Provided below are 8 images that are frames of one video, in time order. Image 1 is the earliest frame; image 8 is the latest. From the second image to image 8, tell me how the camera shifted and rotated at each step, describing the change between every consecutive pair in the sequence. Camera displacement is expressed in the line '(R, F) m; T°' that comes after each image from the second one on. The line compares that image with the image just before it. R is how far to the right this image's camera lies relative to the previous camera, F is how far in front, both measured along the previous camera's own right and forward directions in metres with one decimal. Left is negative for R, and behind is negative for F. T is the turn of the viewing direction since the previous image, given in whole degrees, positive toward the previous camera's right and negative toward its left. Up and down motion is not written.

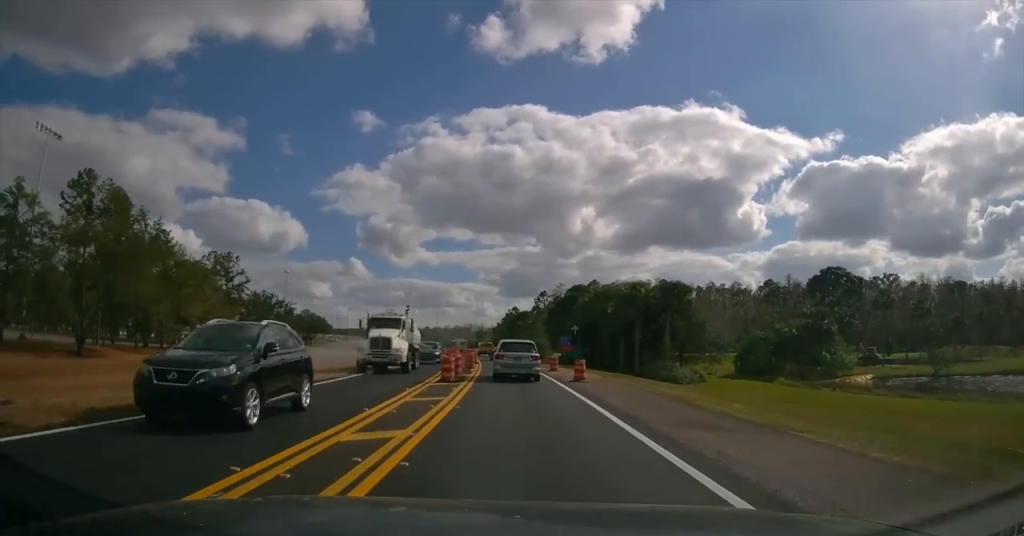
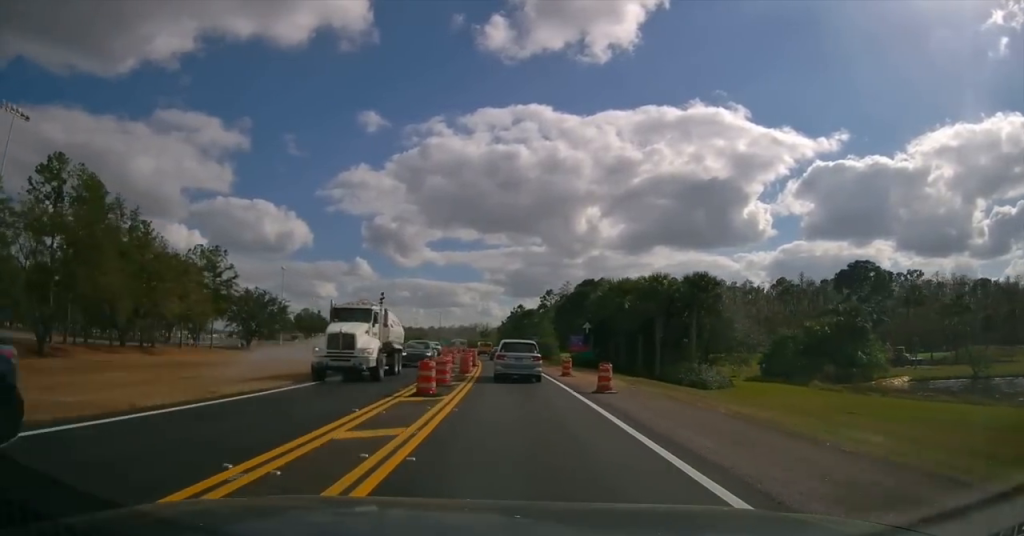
(+0.1, +6.0) m; 0°
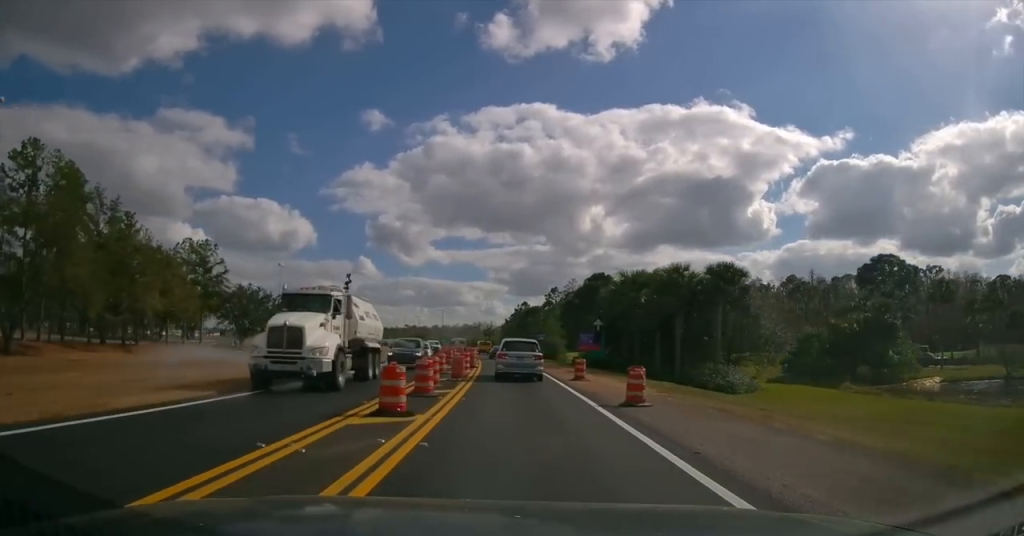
(+0.1, +4.6) m; 0°
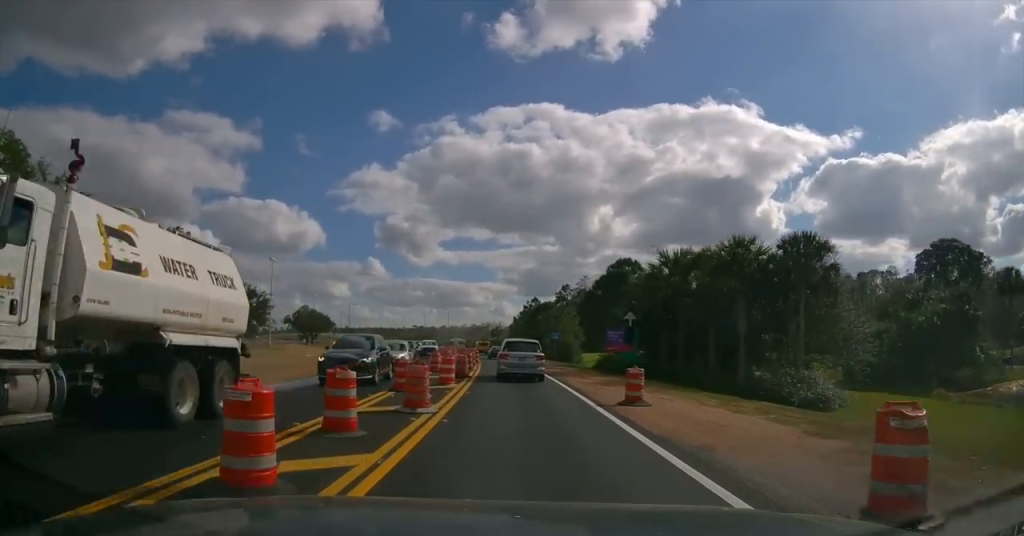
(-0.3, +10.4) m; -2°
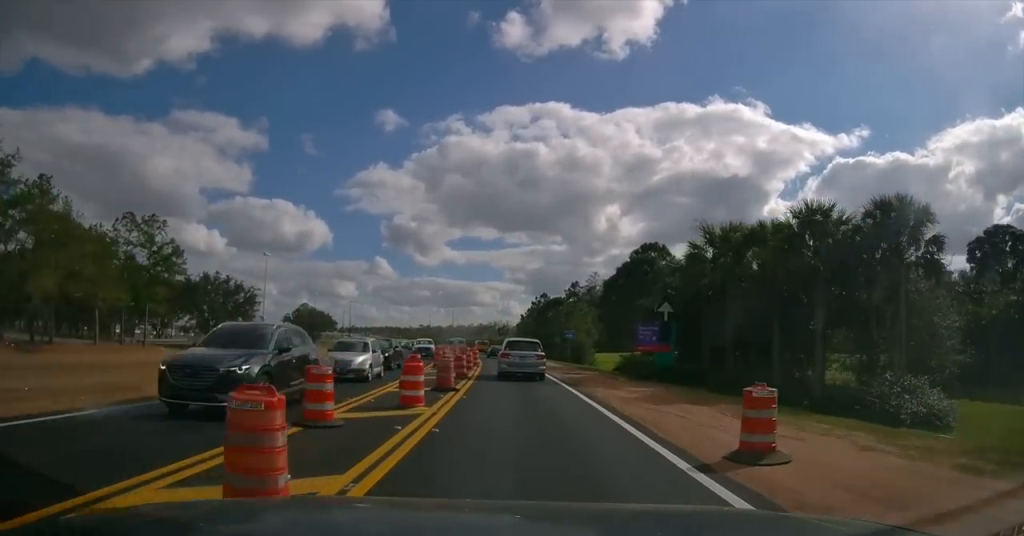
(-0.1, +7.5) m; 0°
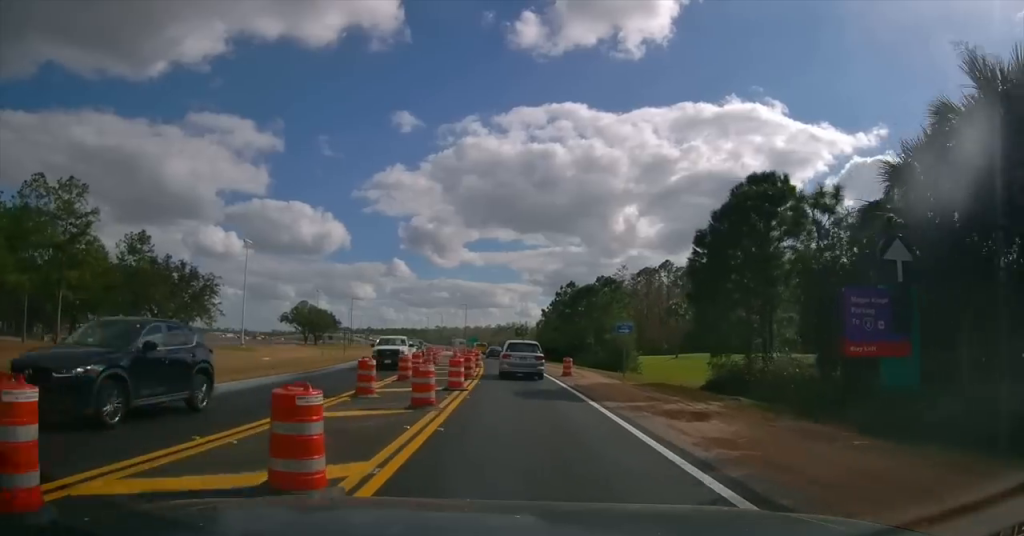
(-0.6, +19.0) m; -3°
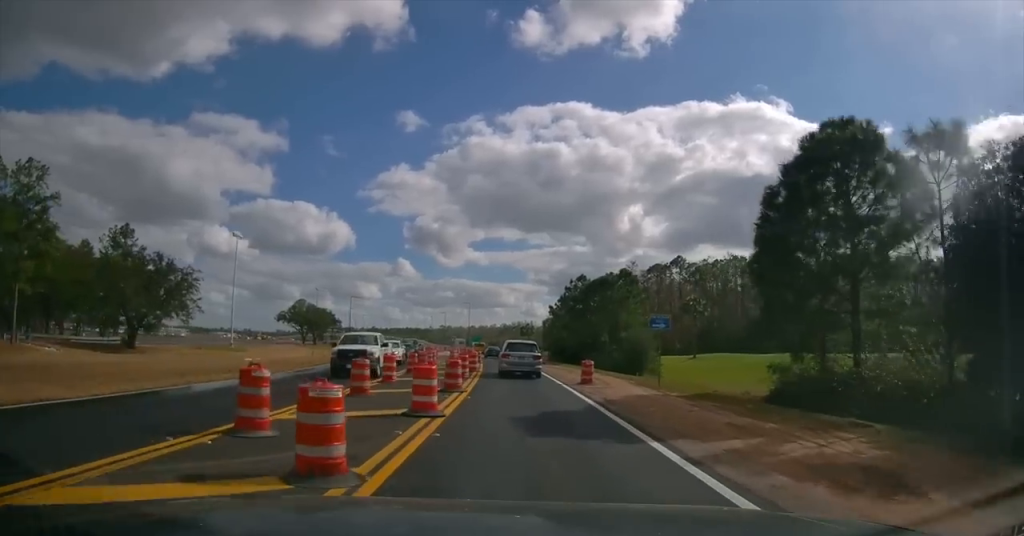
(0.0, +6.8) m; 0°
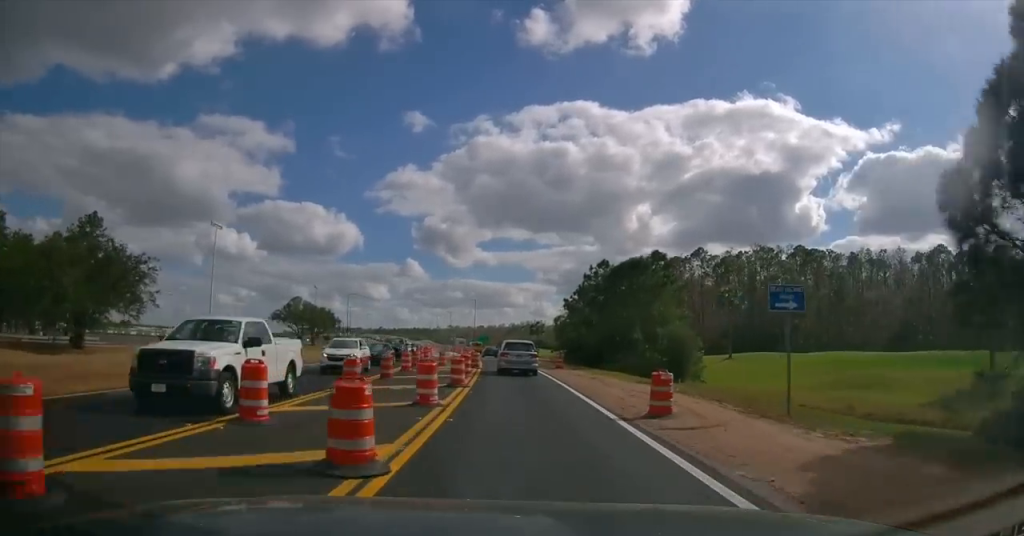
(0.0, +11.2) m; -1°
